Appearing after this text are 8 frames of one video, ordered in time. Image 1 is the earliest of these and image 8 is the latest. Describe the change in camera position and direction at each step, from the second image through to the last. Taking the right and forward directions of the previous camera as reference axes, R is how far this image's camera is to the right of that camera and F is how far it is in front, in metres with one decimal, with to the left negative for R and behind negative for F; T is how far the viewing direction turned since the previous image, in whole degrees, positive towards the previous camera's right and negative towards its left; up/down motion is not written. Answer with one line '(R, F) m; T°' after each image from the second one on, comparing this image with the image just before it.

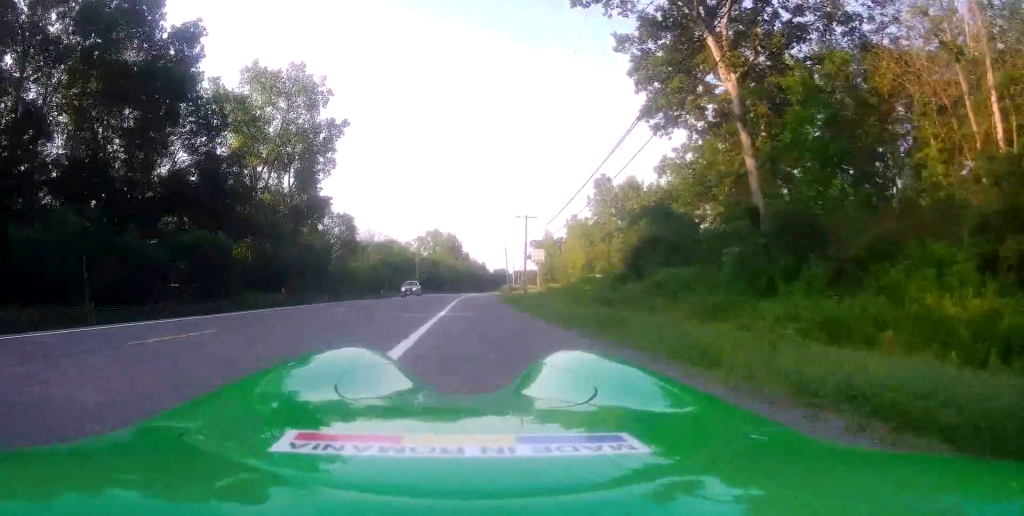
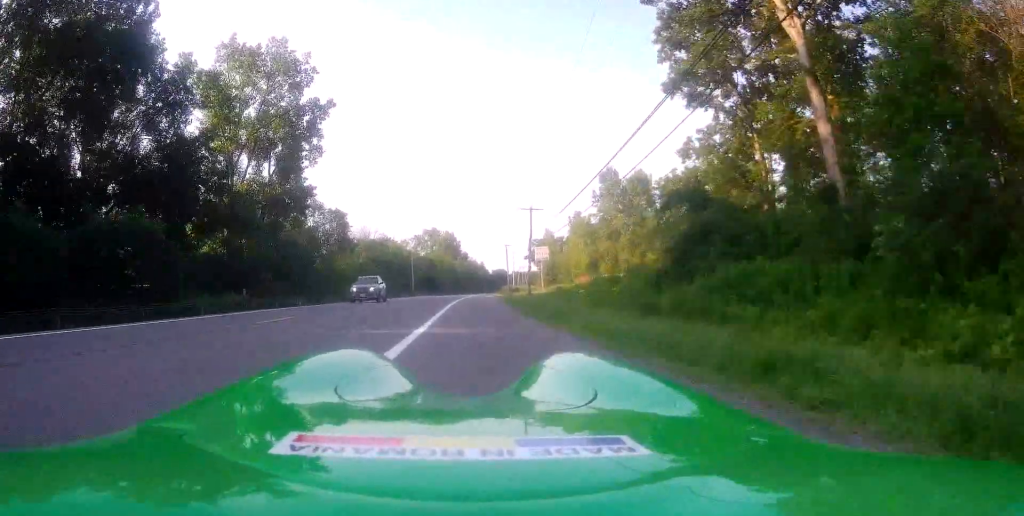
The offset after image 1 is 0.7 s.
(-0.1, +6.4) m; -2°
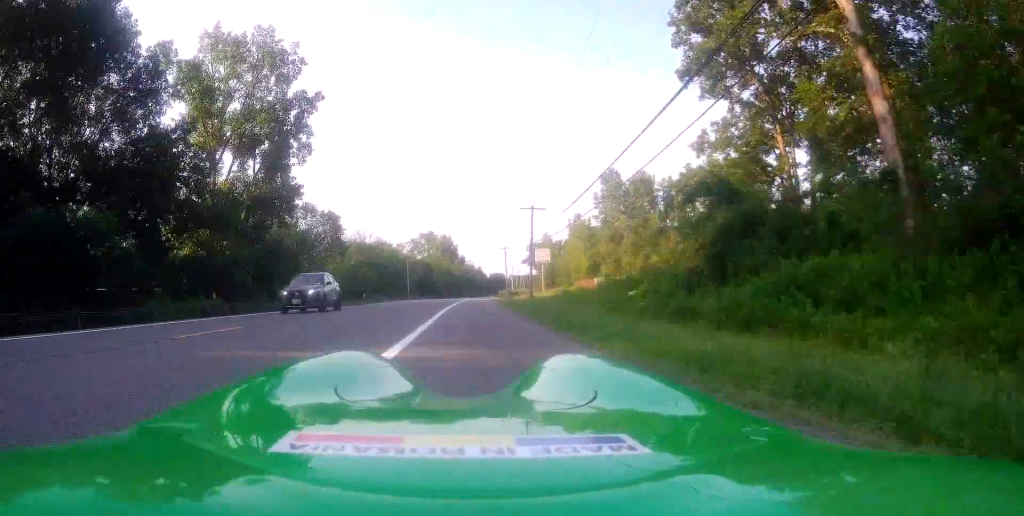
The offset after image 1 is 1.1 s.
(-0.3, +3.8) m; -1°
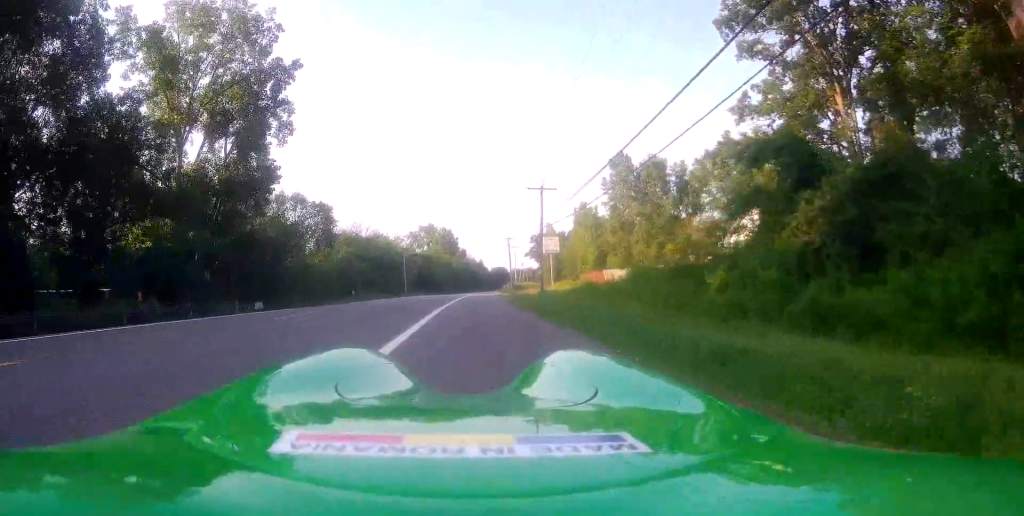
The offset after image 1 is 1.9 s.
(0.0, +6.8) m; 0°
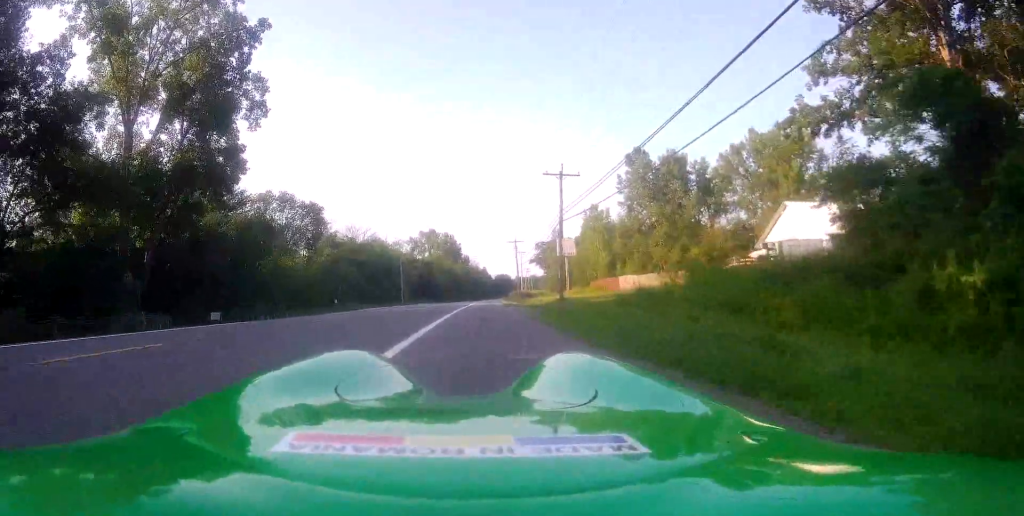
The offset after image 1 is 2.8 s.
(+0.2, +8.8) m; 0°
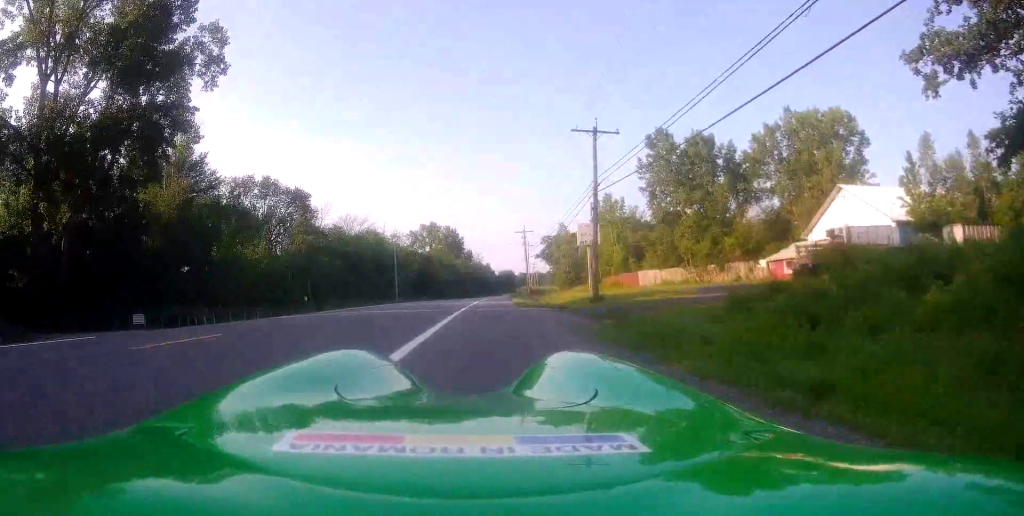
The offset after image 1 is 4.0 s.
(-0.3, +10.4) m; -1°
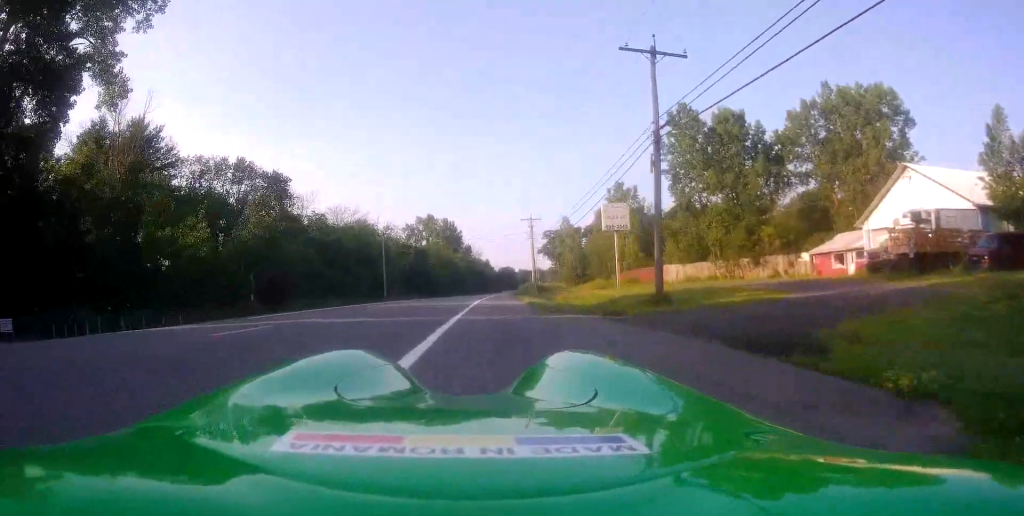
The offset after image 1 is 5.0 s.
(+0.1, +10.0) m; +2°
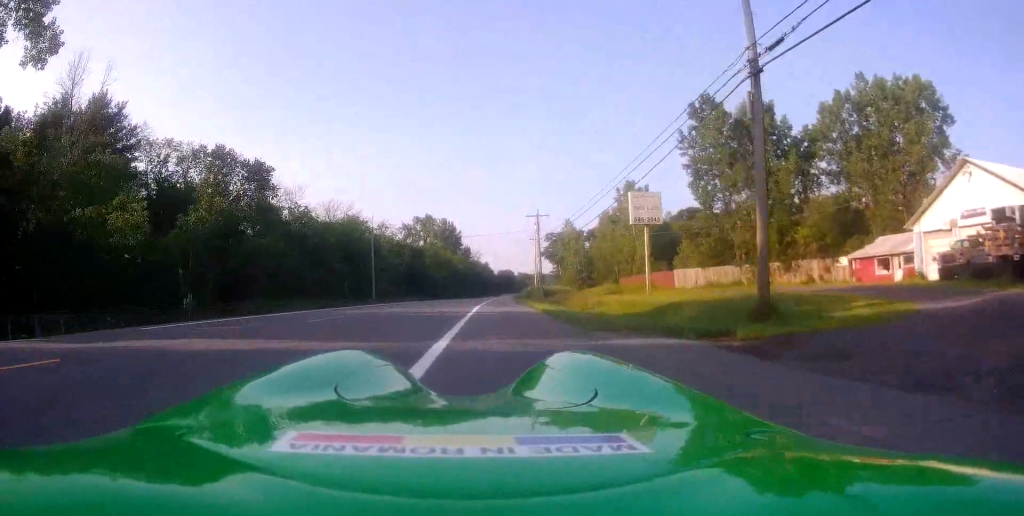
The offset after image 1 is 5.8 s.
(+0.1, +7.4) m; +1°
